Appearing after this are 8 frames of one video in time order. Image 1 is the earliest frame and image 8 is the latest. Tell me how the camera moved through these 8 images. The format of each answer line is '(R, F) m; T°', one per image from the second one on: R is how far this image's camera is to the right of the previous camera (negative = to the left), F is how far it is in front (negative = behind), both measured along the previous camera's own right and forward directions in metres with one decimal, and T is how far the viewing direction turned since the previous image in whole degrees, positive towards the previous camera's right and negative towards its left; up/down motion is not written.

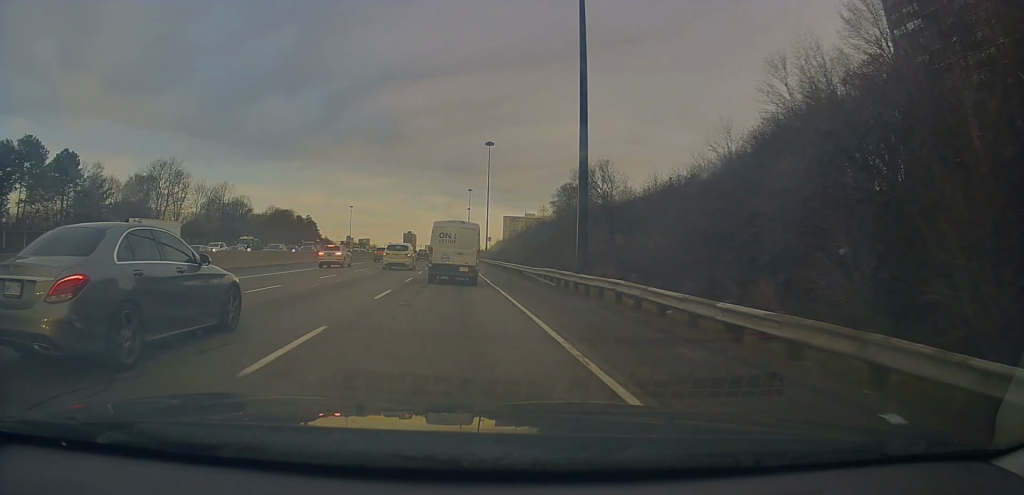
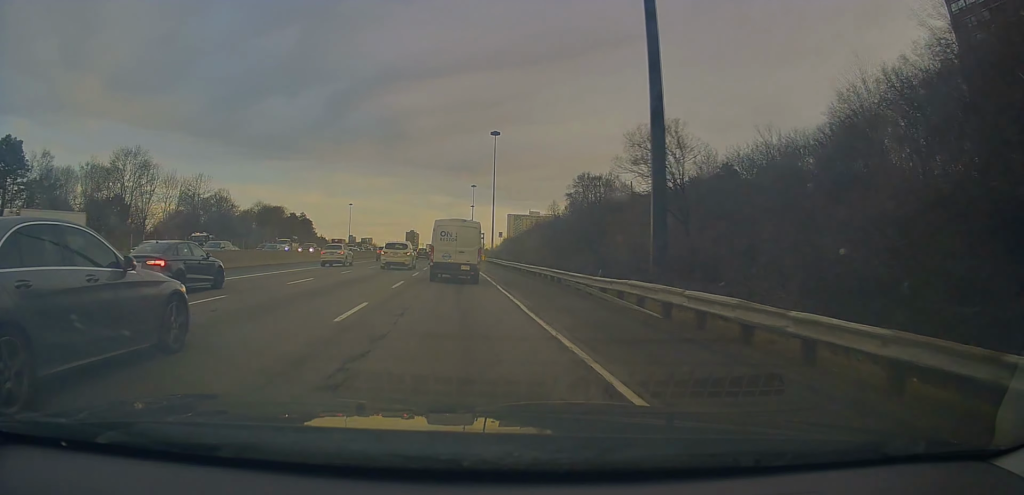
(-0.1, +13.9) m; 0°
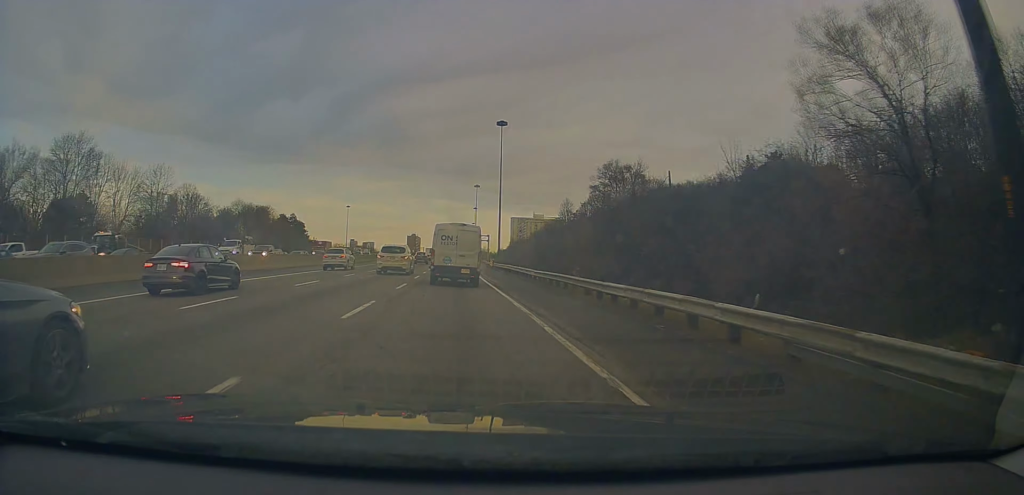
(+0.1, +17.2) m; 0°
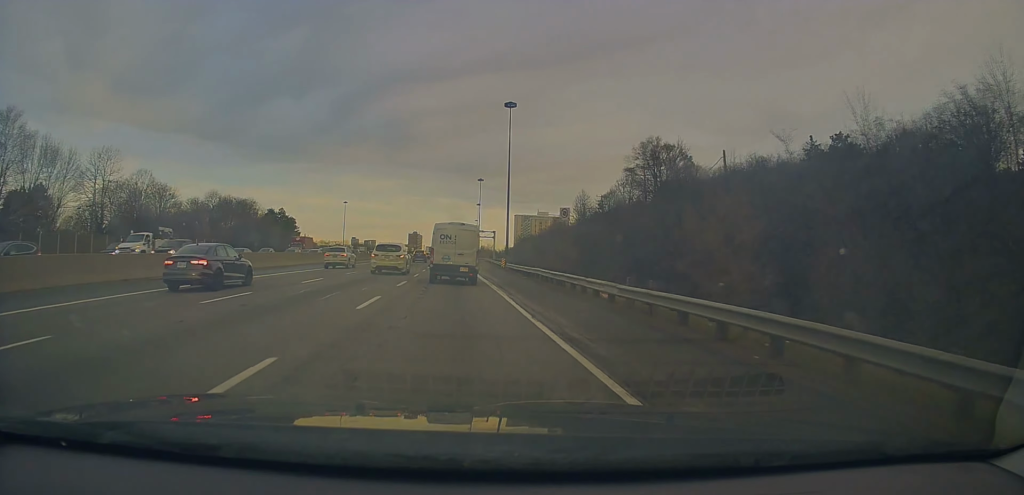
(+0.4, +17.0) m; -1°
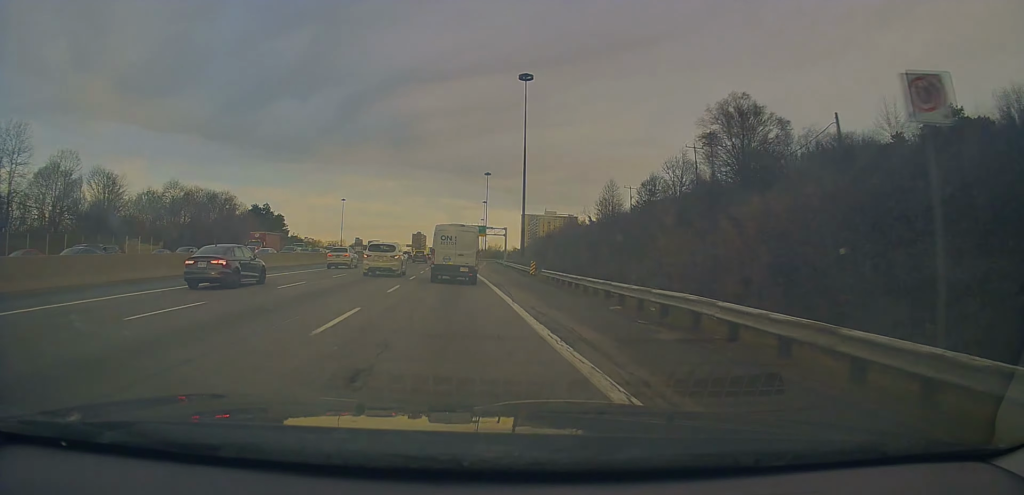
(-1.0, +20.8) m; -1°
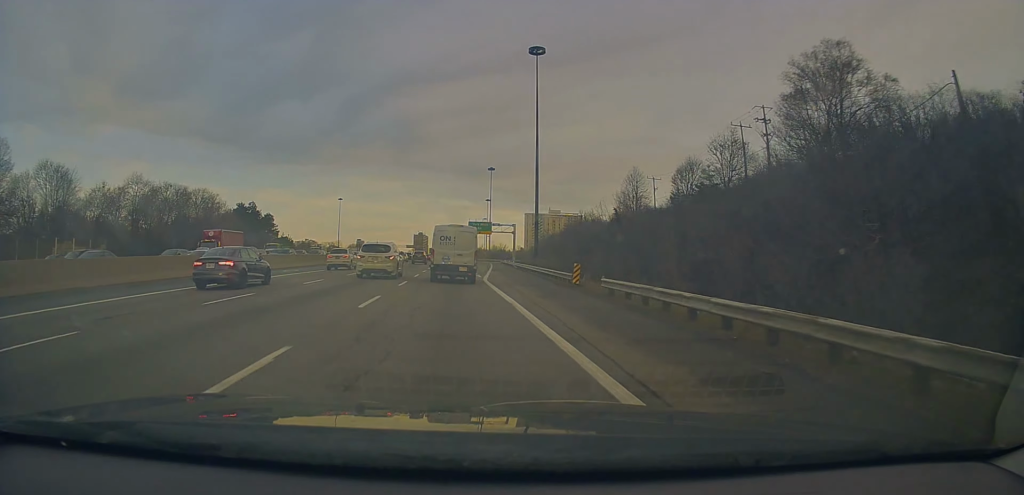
(+0.2, +14.1) m; 0°
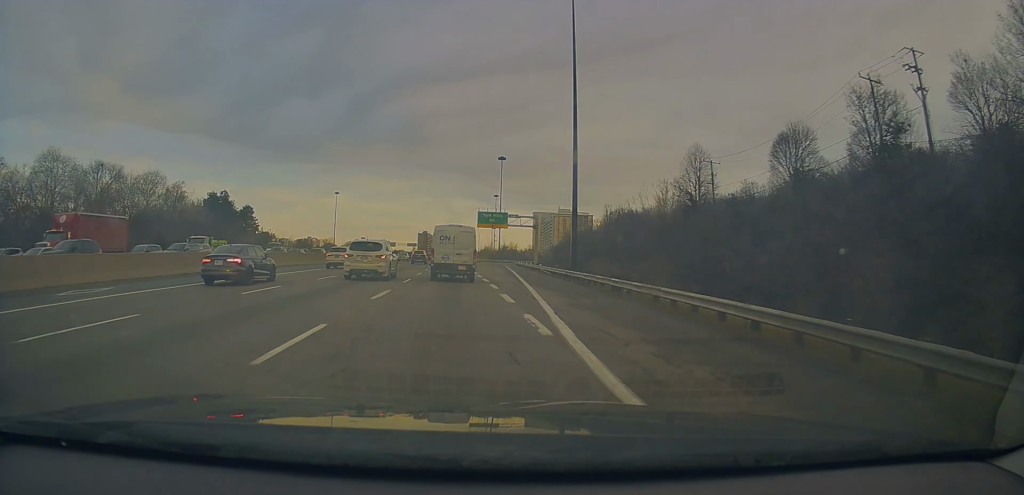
(+0.2, +24.1) m; 0°
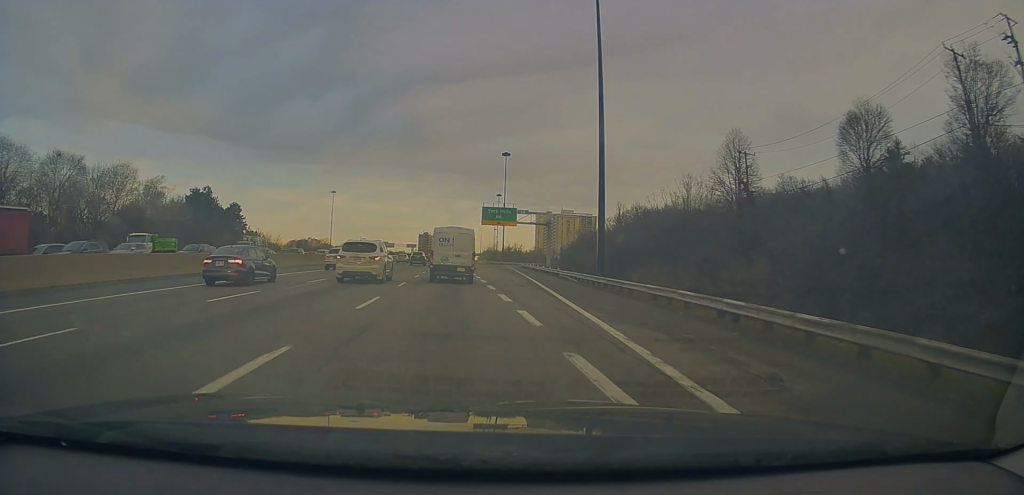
(-0.1, +10.8) m; 0°
